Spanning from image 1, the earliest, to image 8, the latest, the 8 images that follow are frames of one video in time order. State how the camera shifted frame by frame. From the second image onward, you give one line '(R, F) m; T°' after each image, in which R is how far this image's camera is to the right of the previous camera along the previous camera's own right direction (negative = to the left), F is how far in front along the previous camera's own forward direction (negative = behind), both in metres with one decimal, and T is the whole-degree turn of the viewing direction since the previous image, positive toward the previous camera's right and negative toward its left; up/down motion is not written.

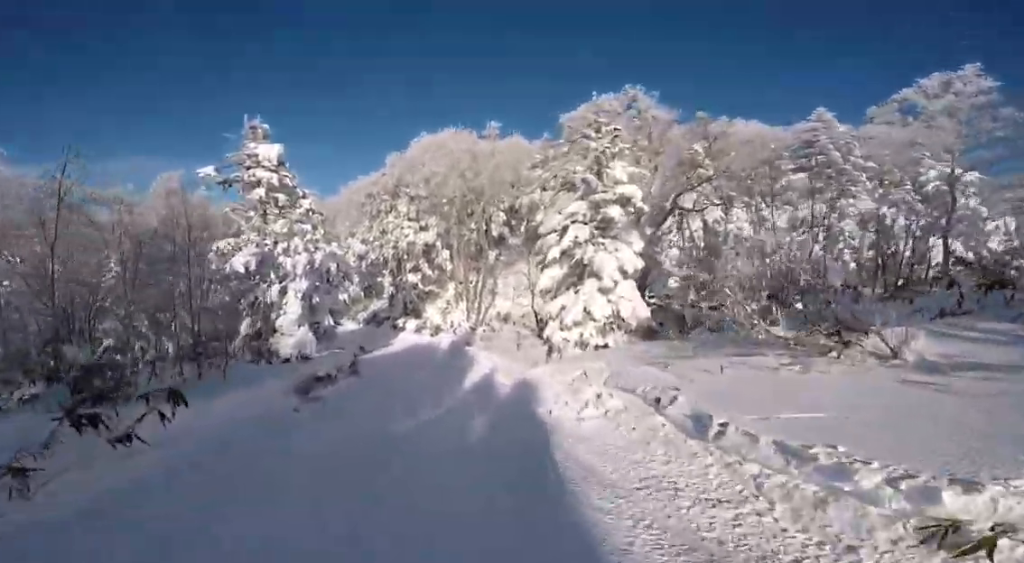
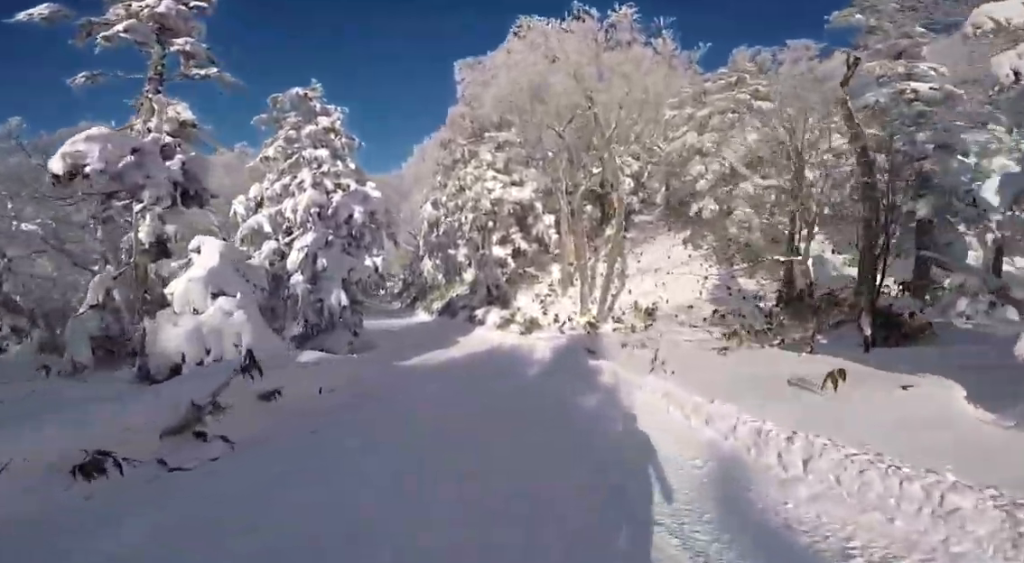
(0.0, +11.6) m; 0°
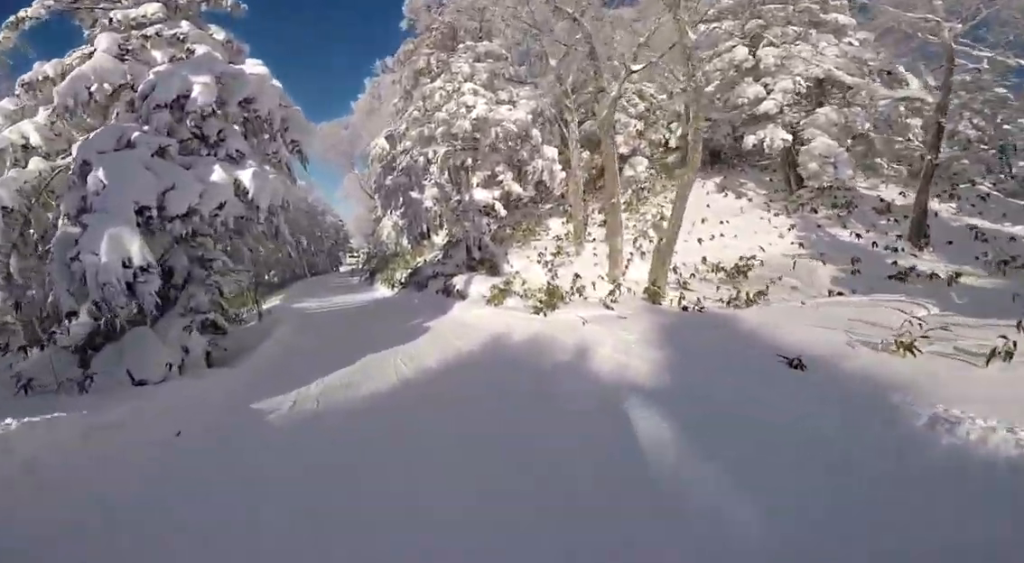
(0.0, +8.1) m; 0°
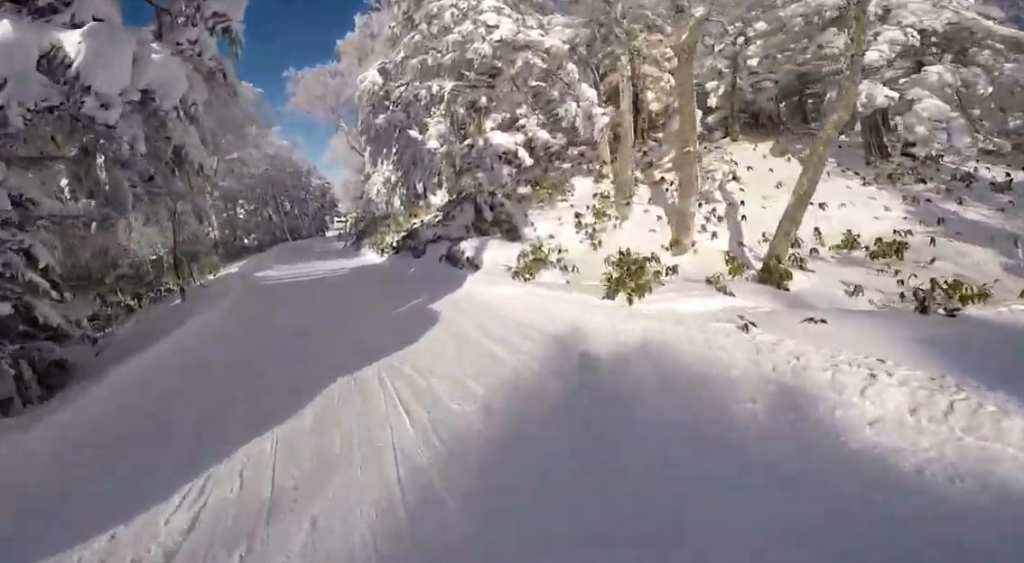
(0.0, +4.1) m; 0°
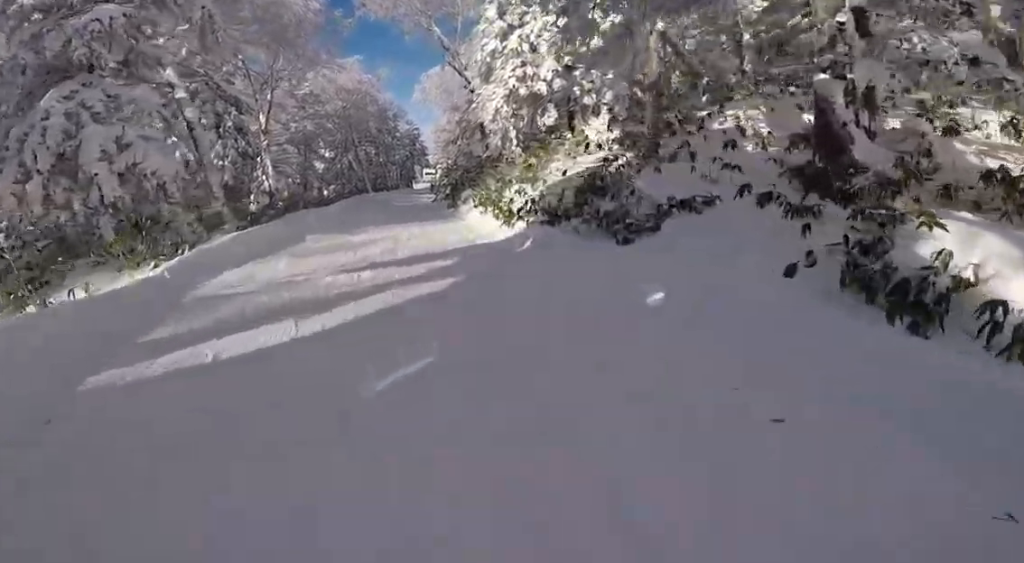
(0.0, +10.9) m; 0°
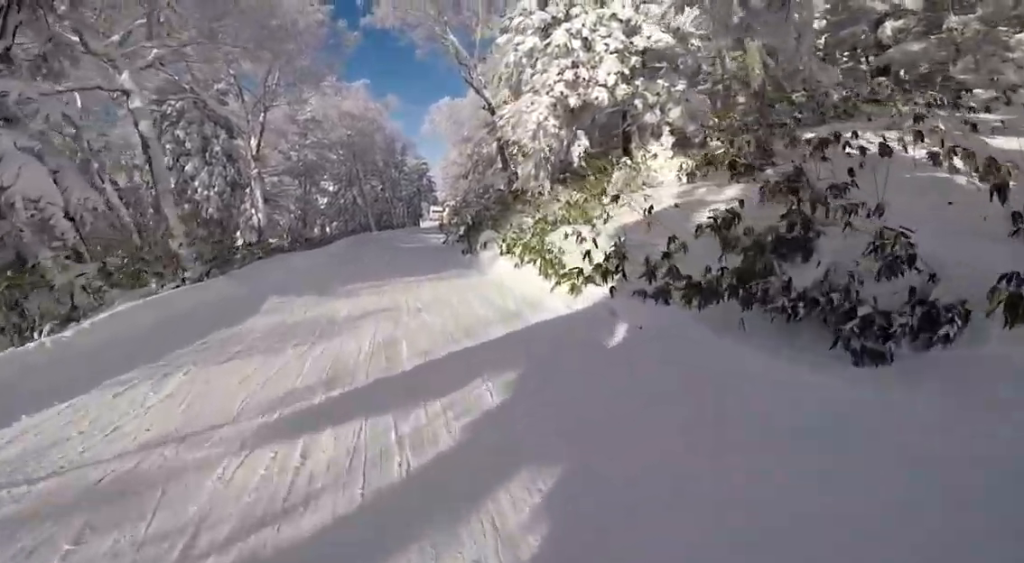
(0.0, +4.0) m; 0°
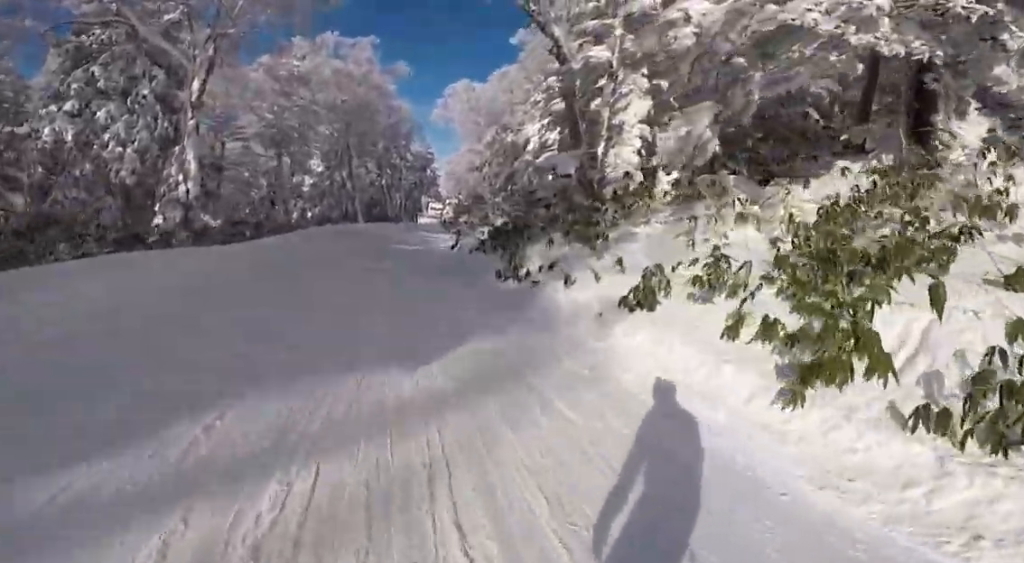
(0.0, +8.5) m; 0°
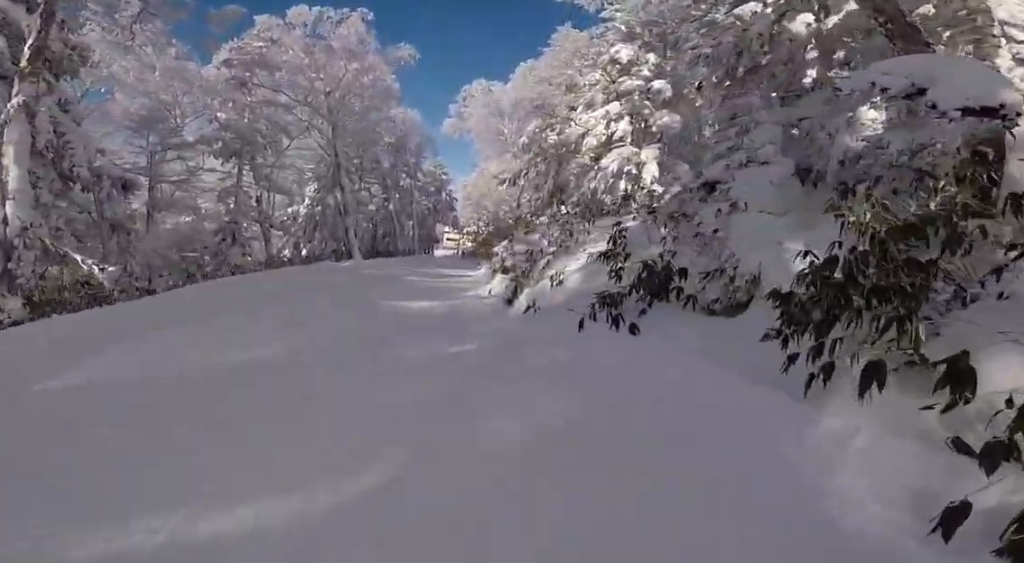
(0.0, +9.7) m; +9°
